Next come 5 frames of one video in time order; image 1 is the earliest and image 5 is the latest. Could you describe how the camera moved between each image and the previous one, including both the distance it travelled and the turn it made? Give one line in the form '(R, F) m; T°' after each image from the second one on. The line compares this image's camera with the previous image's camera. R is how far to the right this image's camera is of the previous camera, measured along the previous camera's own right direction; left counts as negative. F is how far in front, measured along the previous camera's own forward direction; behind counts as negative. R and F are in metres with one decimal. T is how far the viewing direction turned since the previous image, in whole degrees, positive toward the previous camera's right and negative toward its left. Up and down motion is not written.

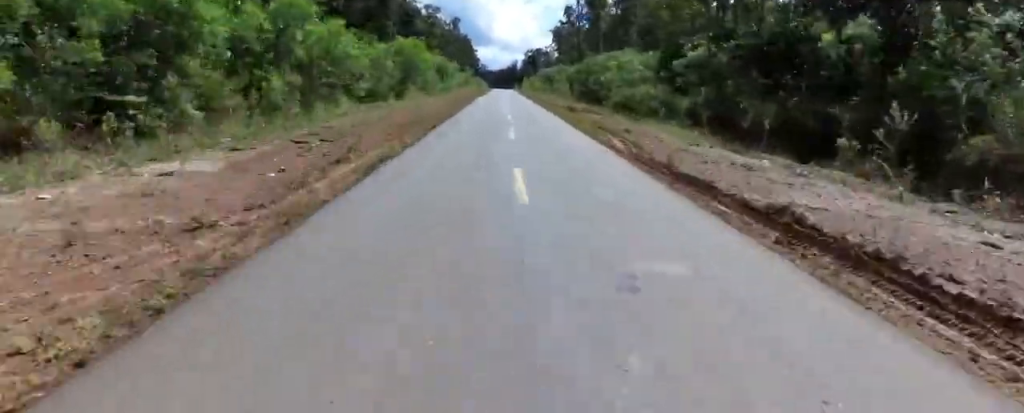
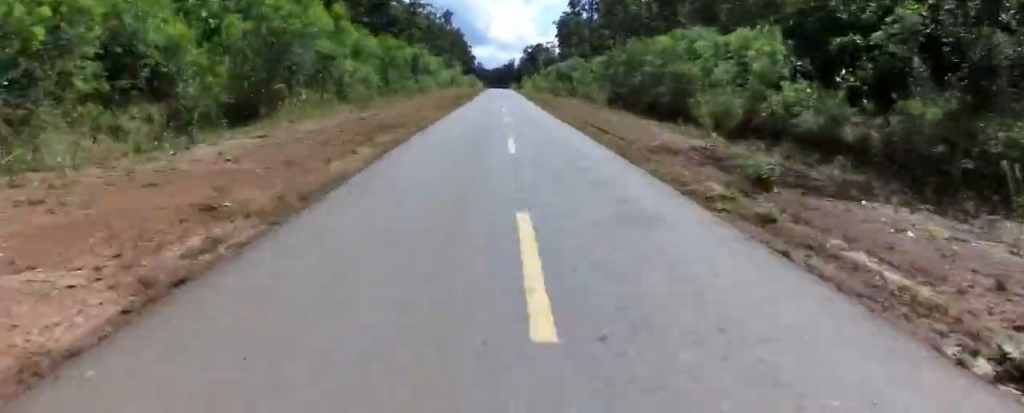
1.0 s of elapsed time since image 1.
(+0.3, +28.1) m; +1°
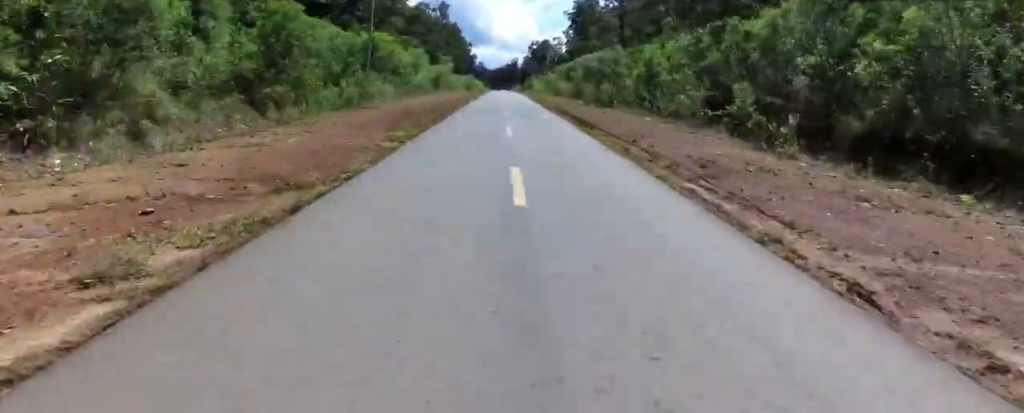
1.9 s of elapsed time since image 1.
(+0.1, +28.5) m; 0°
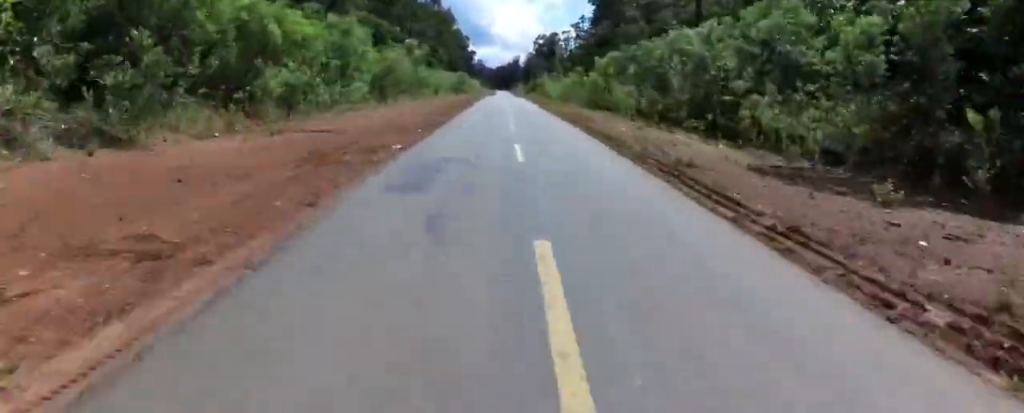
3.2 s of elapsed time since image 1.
(-0.3, +37.4) m; -2°
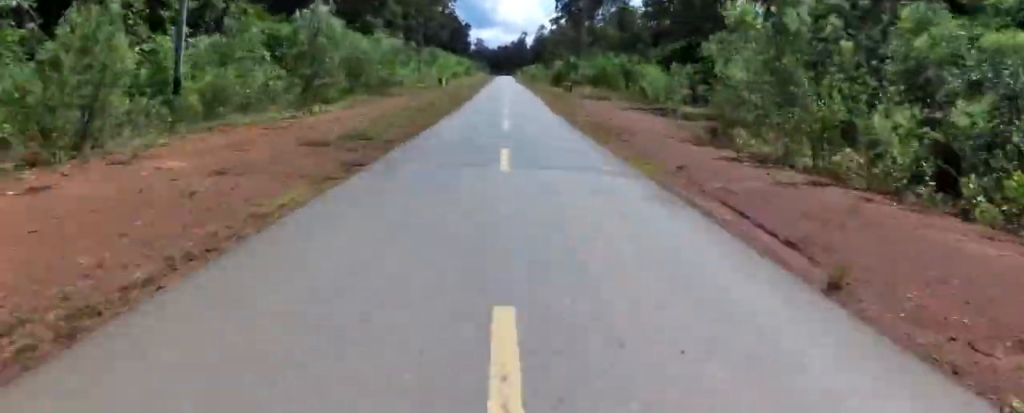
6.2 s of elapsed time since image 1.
(-1.5, +88.3) m; -1°
